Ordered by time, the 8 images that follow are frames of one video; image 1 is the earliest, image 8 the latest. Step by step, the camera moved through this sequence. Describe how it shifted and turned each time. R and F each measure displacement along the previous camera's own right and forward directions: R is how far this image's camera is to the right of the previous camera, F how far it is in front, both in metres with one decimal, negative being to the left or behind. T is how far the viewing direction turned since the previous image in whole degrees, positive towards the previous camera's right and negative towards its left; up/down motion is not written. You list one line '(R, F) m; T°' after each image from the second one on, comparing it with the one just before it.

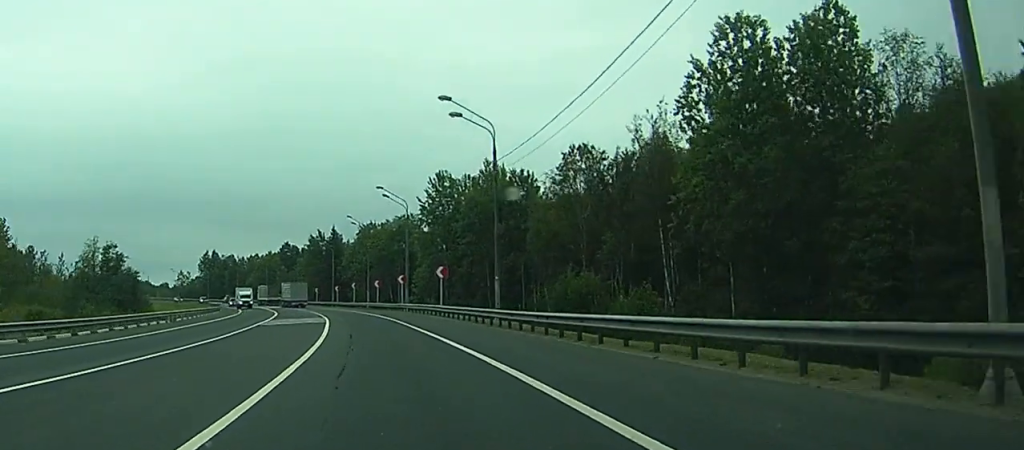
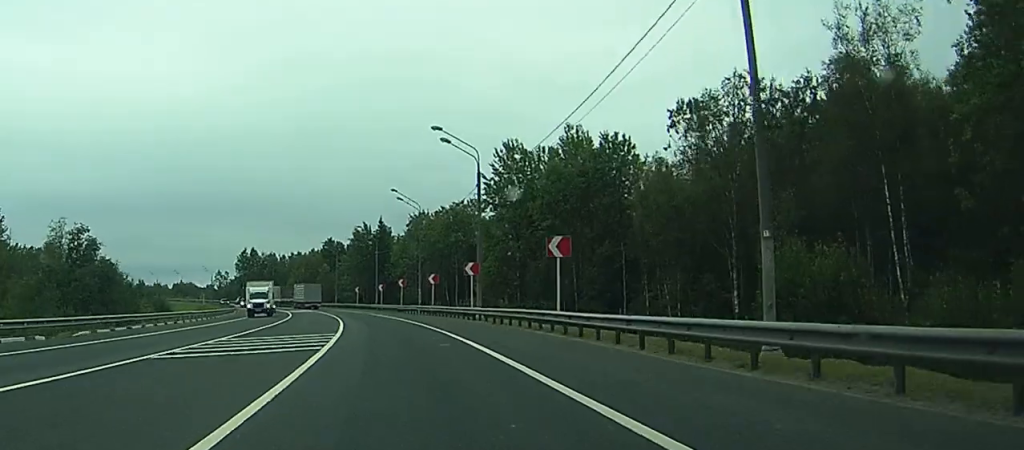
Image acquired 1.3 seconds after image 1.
(-0.5, +28.4) m; -2°
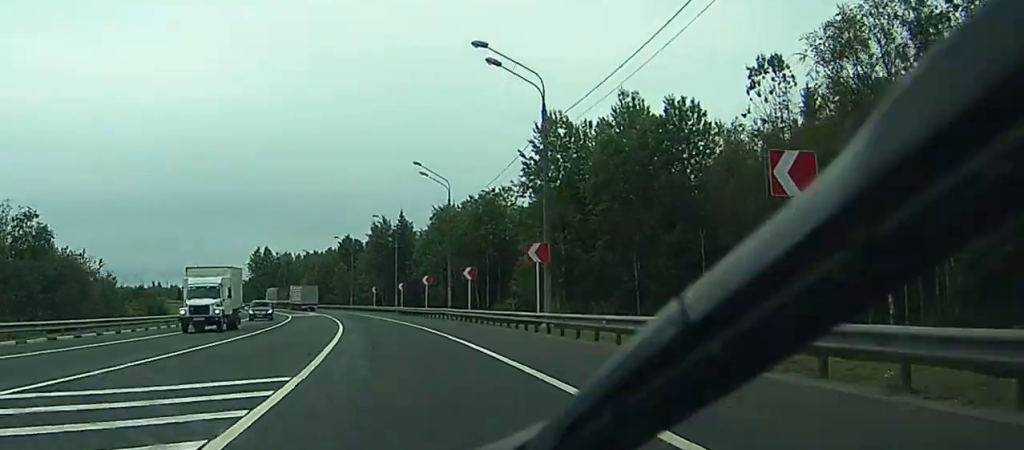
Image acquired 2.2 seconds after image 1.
(-0.2, +17.9) m; -1°
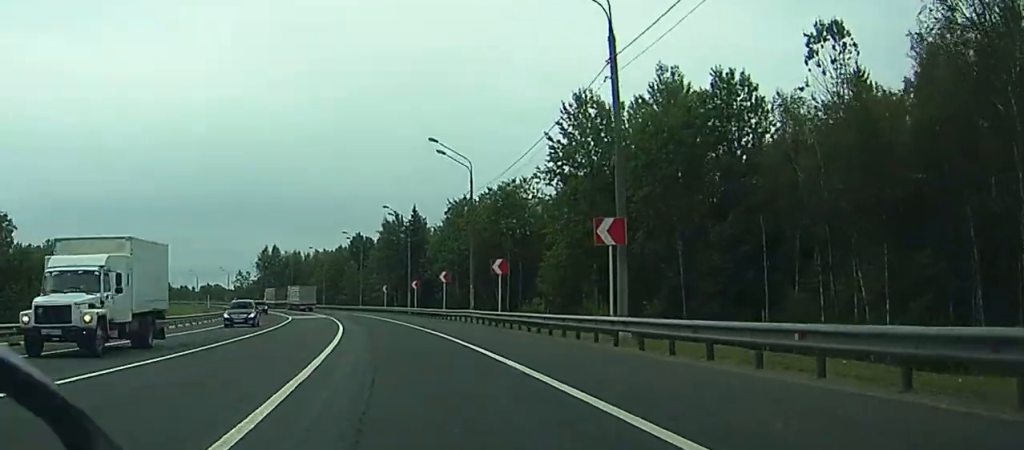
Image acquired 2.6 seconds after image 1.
(0.0, +10.1) m; -1°
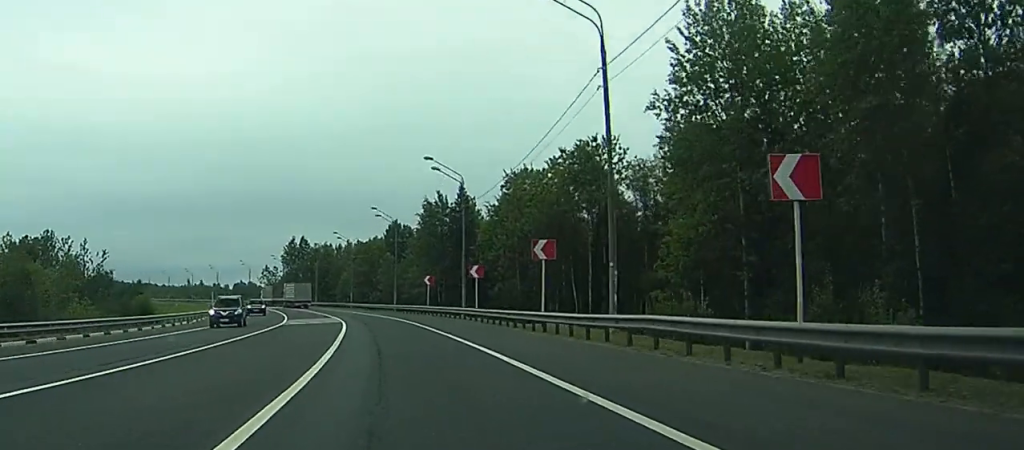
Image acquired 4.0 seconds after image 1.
(+0.3, +30.4) m; -1°
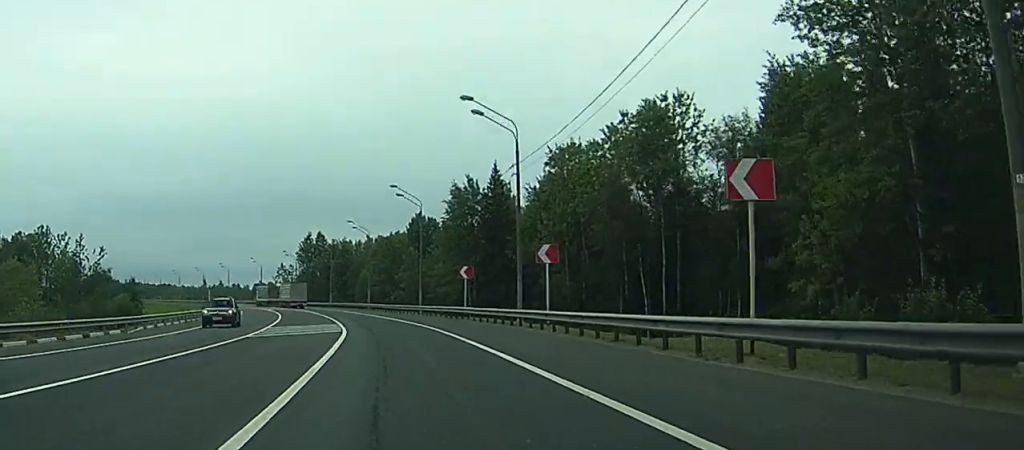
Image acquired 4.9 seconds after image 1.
(-0.3, +18.7) m; -5°
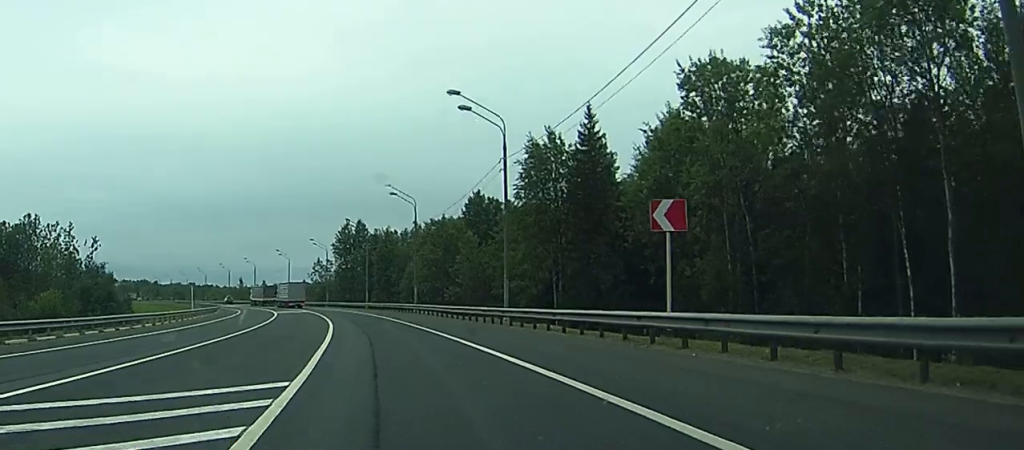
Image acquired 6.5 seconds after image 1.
(-2.4, +35.2) m; -3°
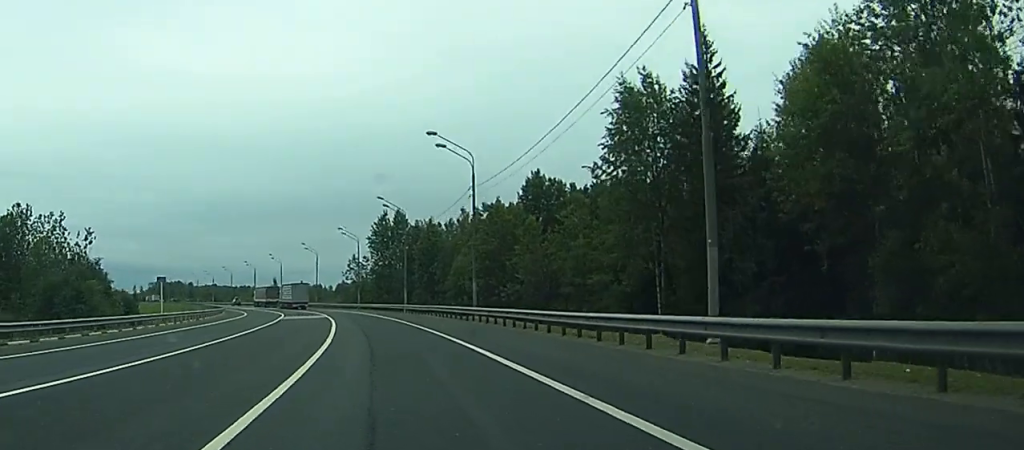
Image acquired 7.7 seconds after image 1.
(-0.4, +25.0) m; -2°
